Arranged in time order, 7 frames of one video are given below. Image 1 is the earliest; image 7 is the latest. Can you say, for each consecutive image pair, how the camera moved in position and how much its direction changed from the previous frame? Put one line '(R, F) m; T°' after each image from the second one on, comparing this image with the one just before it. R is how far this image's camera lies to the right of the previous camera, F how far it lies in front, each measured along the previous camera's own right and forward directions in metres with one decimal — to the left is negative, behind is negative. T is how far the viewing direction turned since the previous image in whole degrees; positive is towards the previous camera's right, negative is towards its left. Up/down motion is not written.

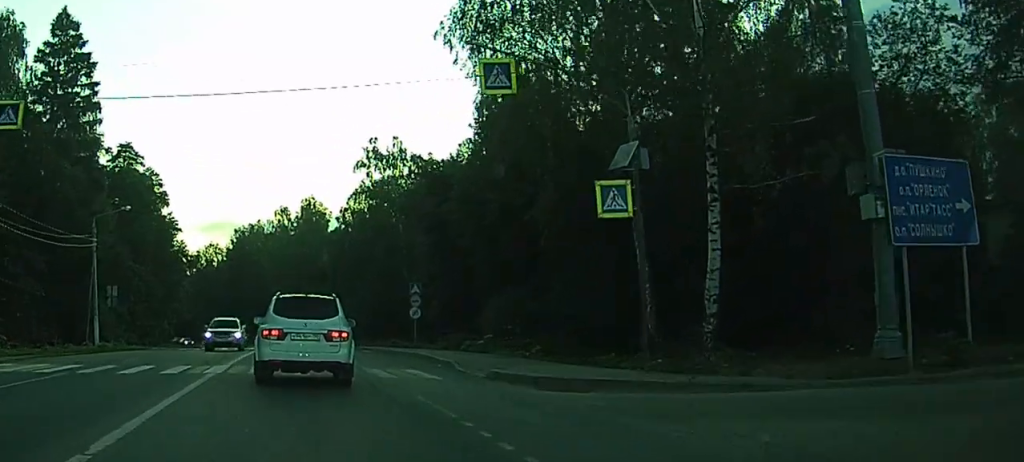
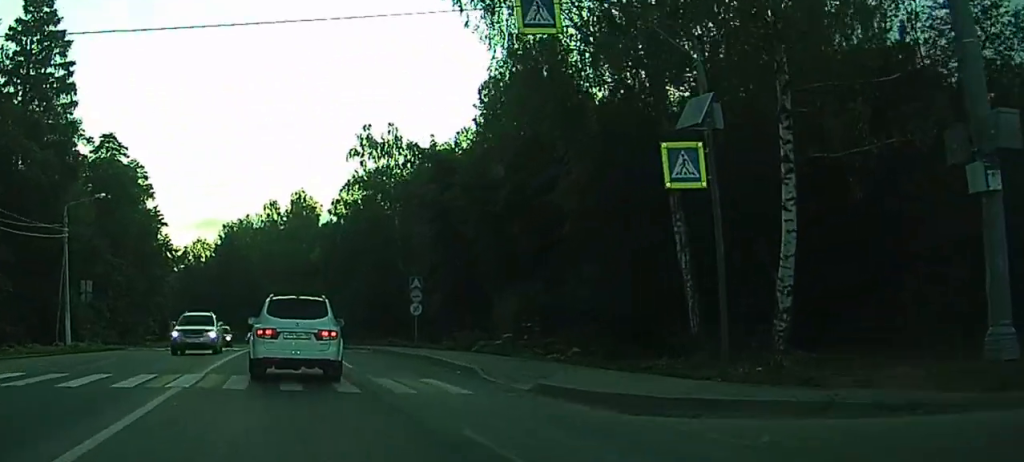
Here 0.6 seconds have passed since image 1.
(-0.1, +3.8) m; -1°
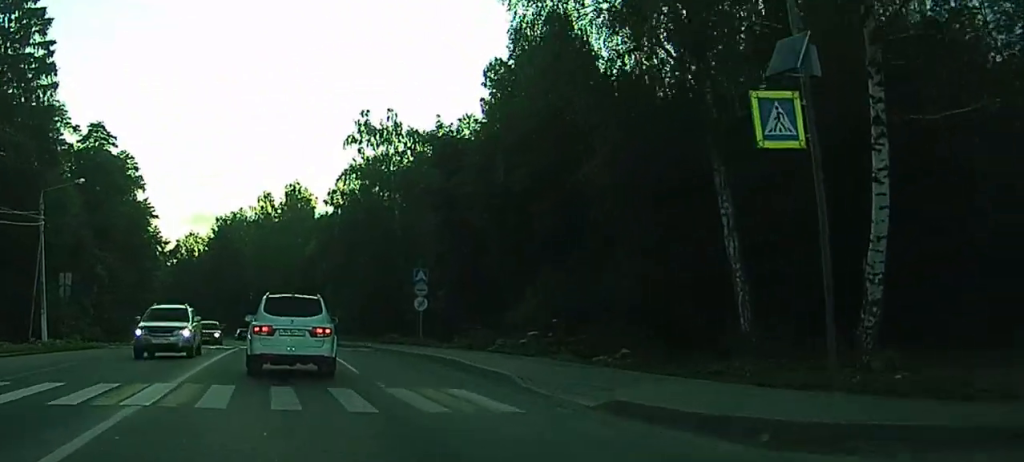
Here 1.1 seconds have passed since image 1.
(-0.1, +3.0) m; 0°
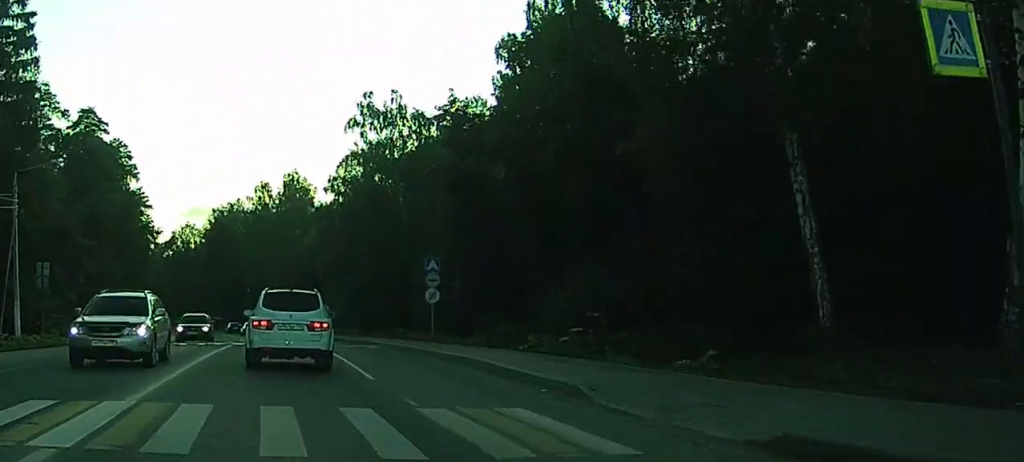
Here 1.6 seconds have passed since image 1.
(+0.1, +3.6) m; 0°
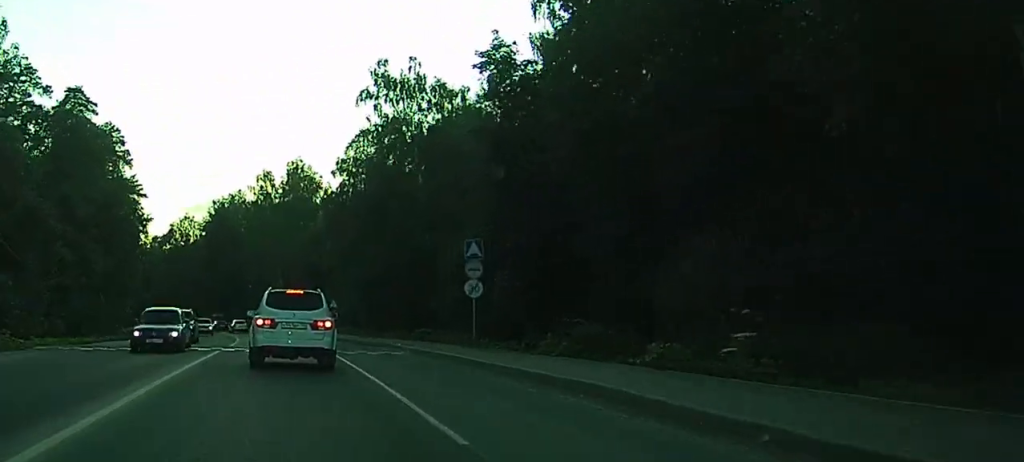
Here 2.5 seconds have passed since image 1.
(0.0, +7.2) m; -1°
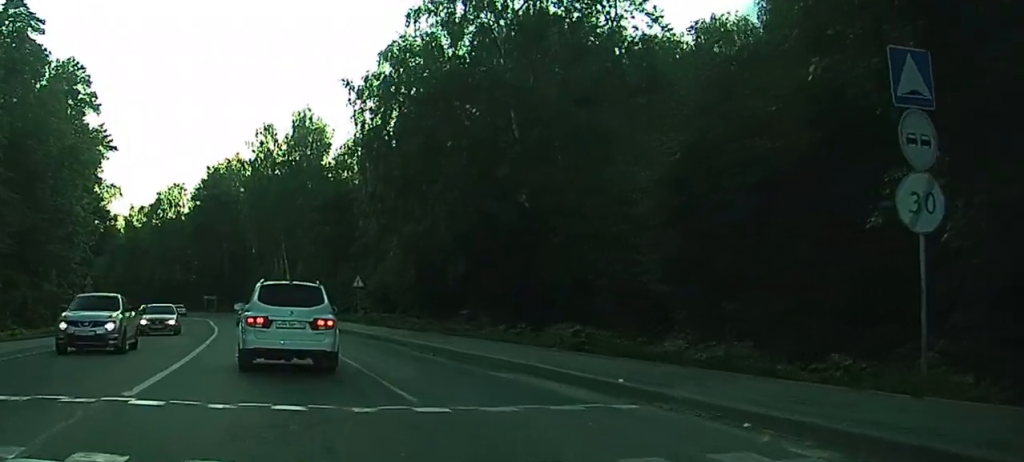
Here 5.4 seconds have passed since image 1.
(-0.8, +22.2) m; +4°
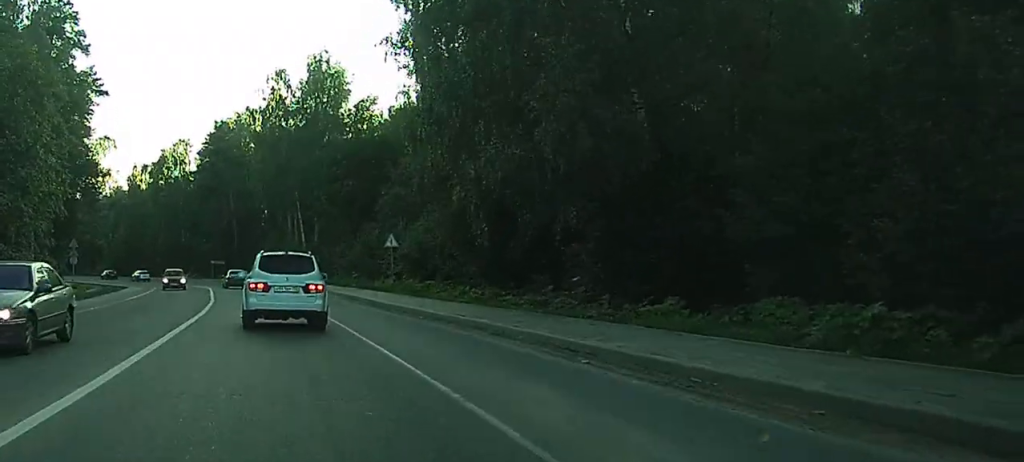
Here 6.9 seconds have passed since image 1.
(+0.9, +11.6) m; +1°
